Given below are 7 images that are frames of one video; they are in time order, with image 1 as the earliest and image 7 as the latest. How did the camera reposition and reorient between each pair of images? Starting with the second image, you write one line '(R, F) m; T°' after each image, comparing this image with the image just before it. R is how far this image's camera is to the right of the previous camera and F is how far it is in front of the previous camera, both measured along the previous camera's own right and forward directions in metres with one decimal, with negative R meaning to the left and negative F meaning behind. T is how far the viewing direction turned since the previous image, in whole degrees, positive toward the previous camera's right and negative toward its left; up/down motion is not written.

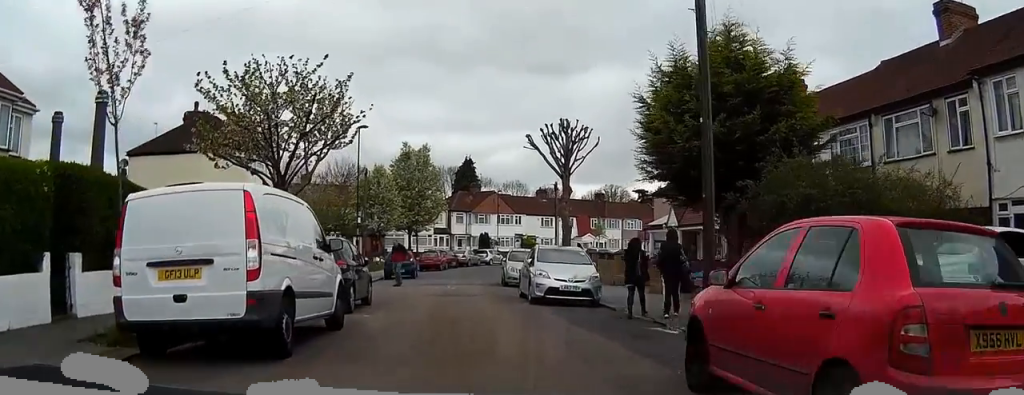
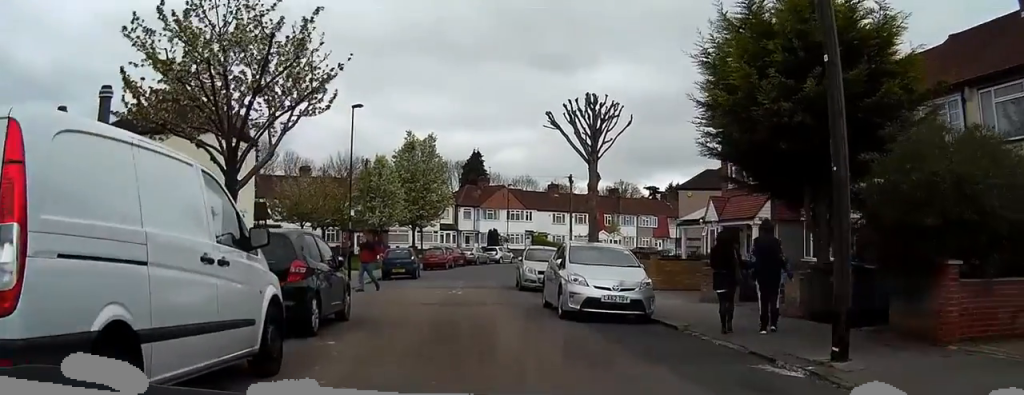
(0.0, +4.4) m; -1°
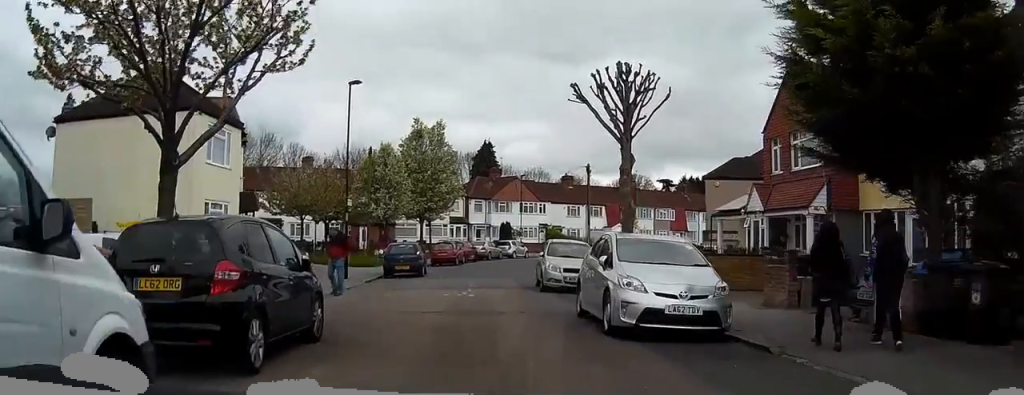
(-0.1, +3.4) m; -1°
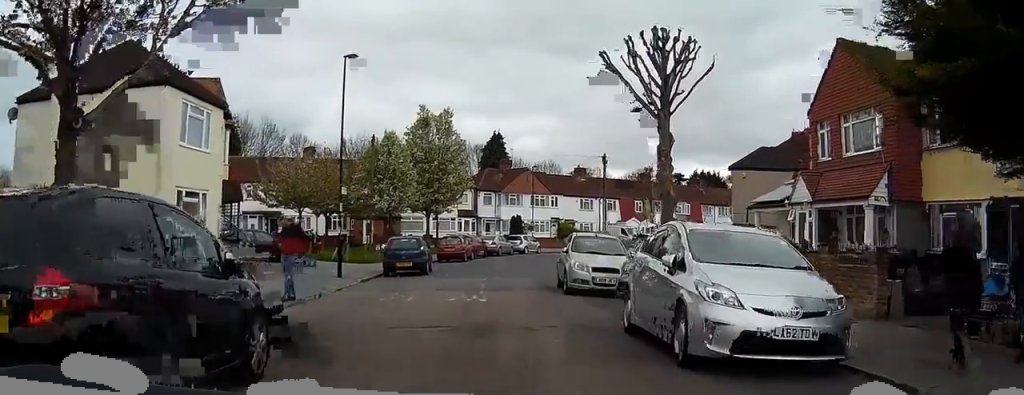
(0.0, +3.1) m; -1°
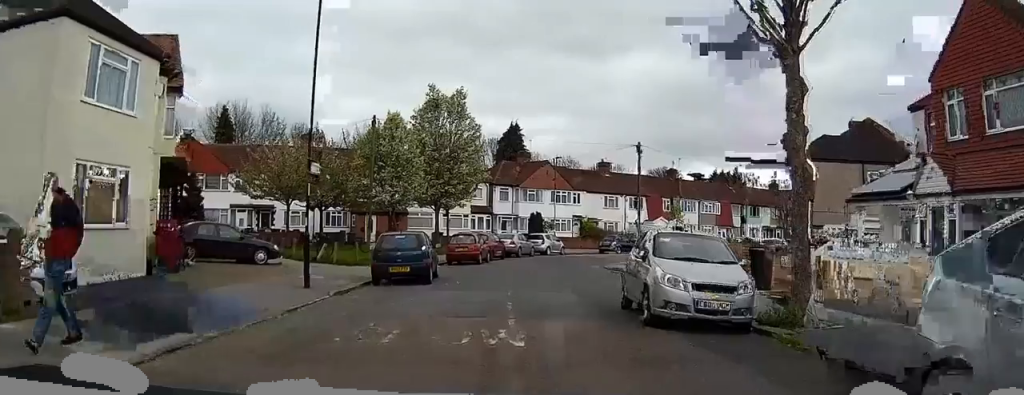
(-0.1, +6.0) m; 0°
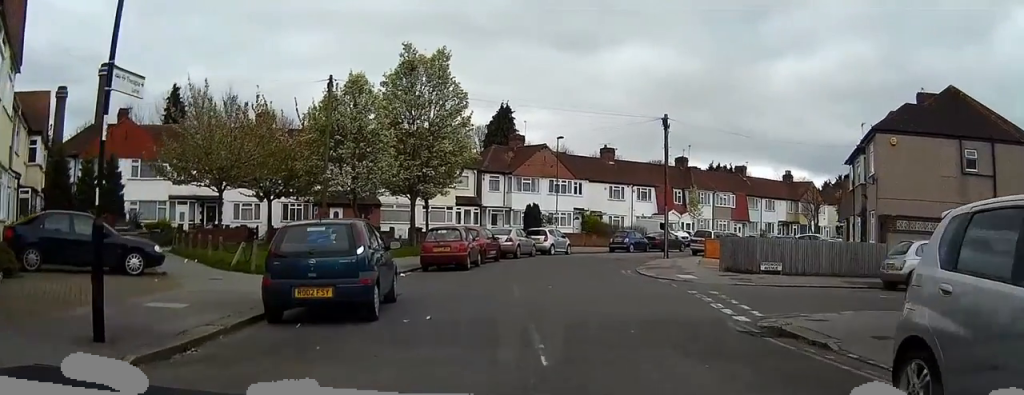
(+0.2, +8.3) m; +4°
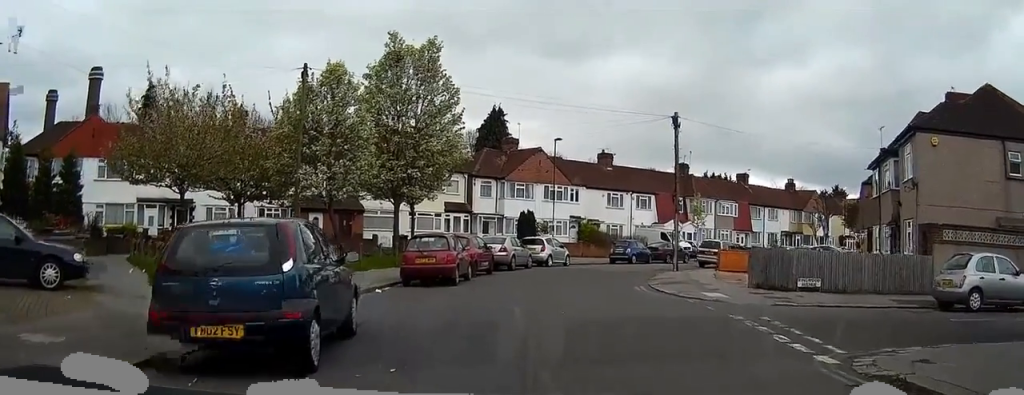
(+0.1, +3.4) m; +2°
